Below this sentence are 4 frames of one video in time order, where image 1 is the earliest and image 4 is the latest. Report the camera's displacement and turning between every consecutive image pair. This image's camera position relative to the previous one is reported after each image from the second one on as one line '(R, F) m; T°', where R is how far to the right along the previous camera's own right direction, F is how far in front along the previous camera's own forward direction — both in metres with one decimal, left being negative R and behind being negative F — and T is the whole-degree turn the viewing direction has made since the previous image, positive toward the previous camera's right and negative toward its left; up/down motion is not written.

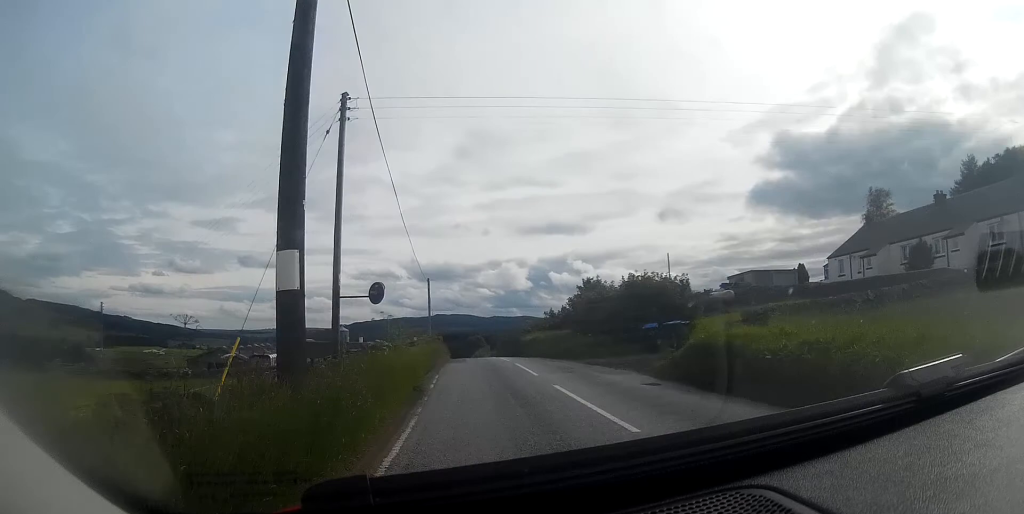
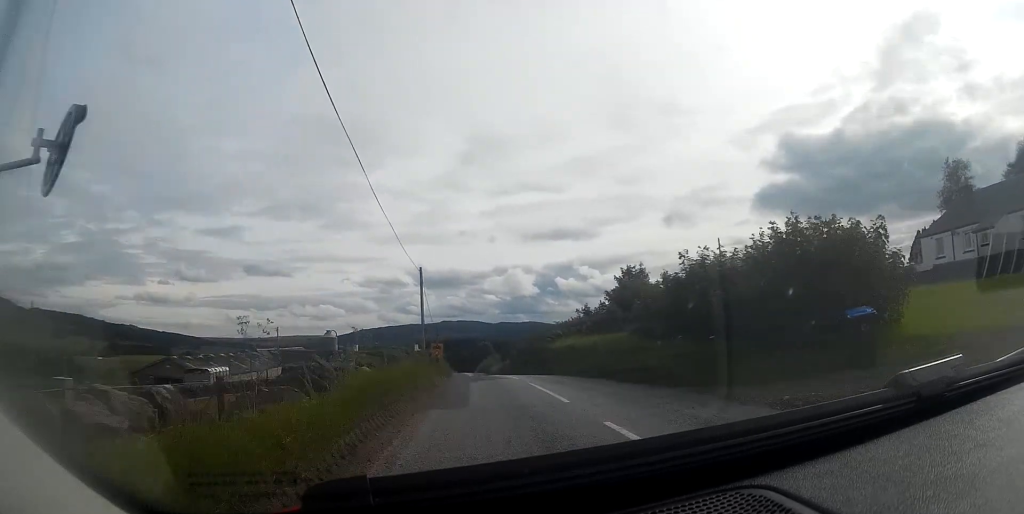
(-0.3, +13.5) m; -1°
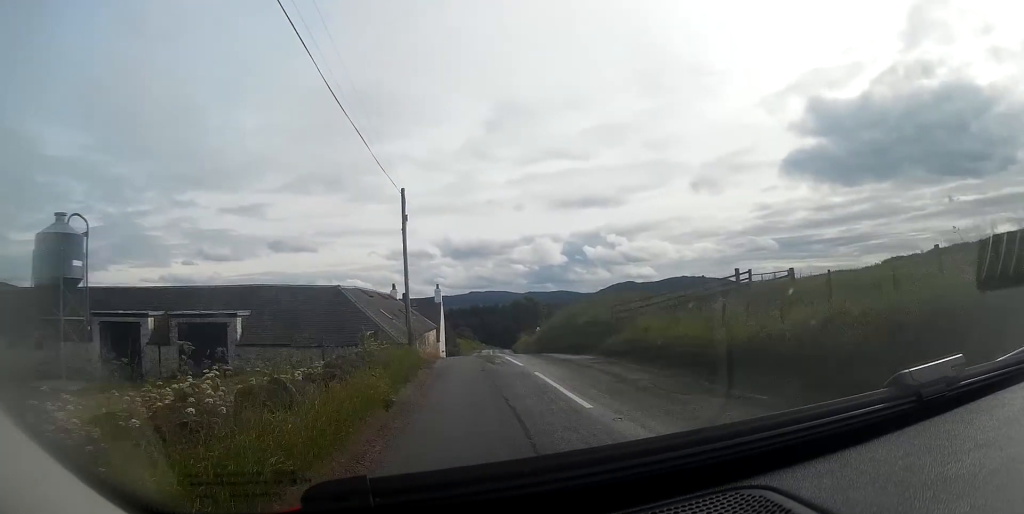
(-1.3, +65.2) m; -3°
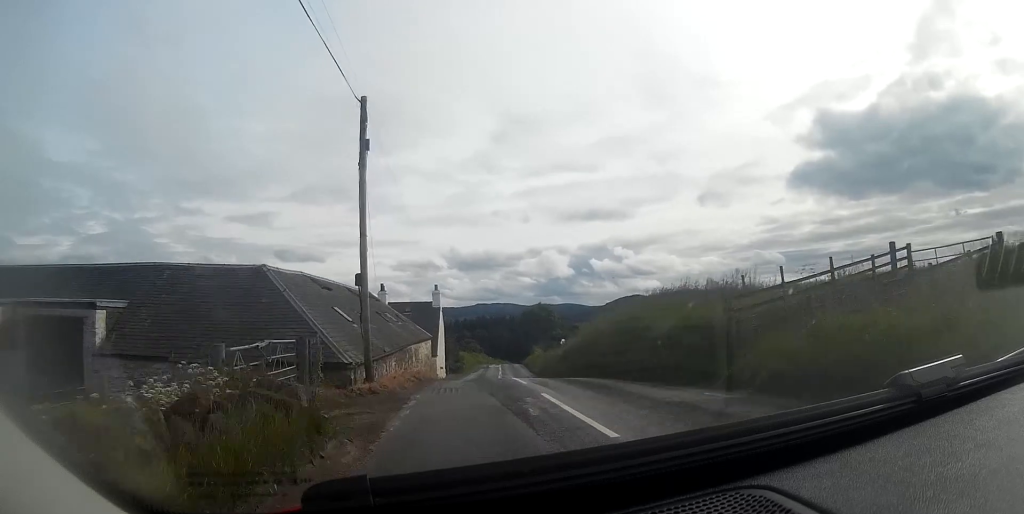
(-0.1, +10.5) m; 0°
